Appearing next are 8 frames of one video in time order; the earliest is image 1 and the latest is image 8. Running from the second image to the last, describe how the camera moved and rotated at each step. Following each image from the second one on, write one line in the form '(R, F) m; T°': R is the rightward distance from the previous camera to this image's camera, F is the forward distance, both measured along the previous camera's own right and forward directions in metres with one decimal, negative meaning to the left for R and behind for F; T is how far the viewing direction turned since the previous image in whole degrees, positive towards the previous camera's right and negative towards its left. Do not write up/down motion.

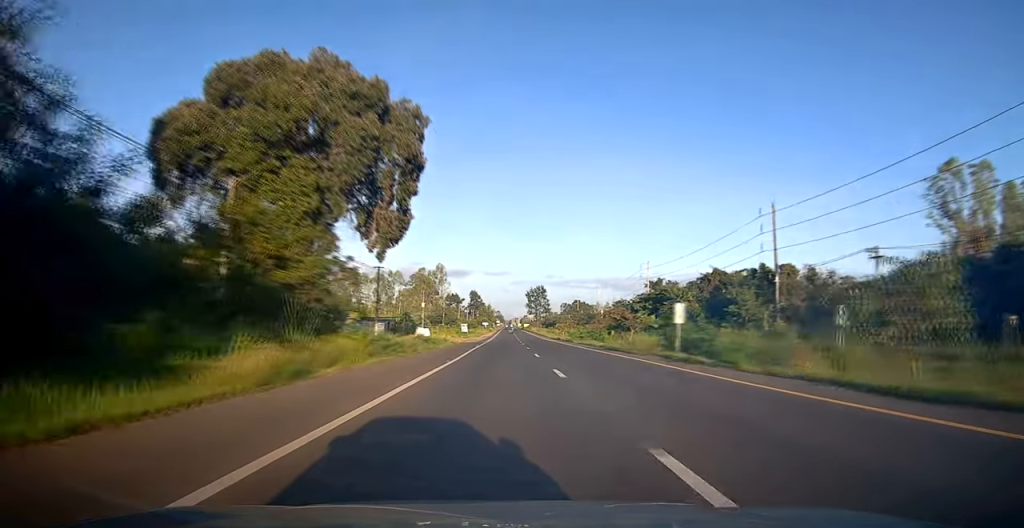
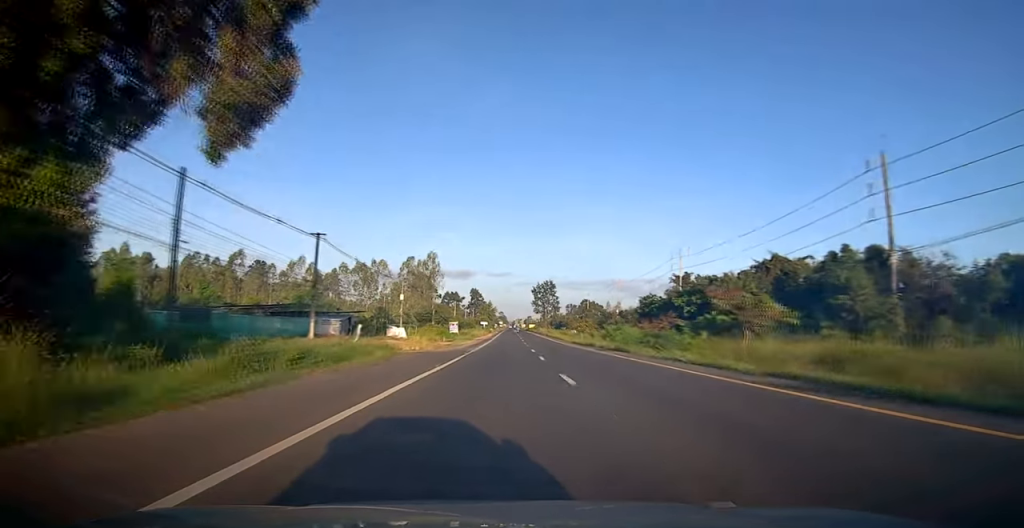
(+0.2, +26.1) m; +1°
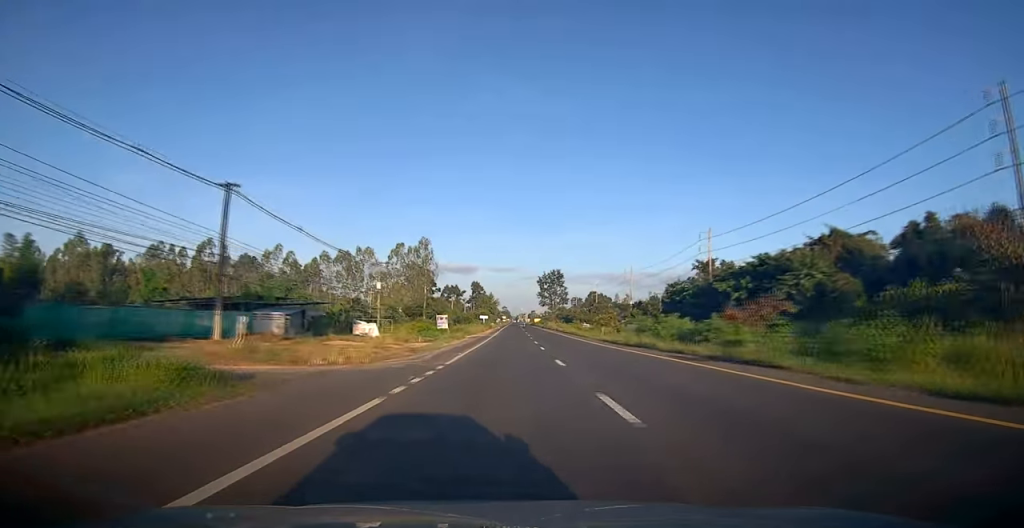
(0.0, +17.5) m; 0°
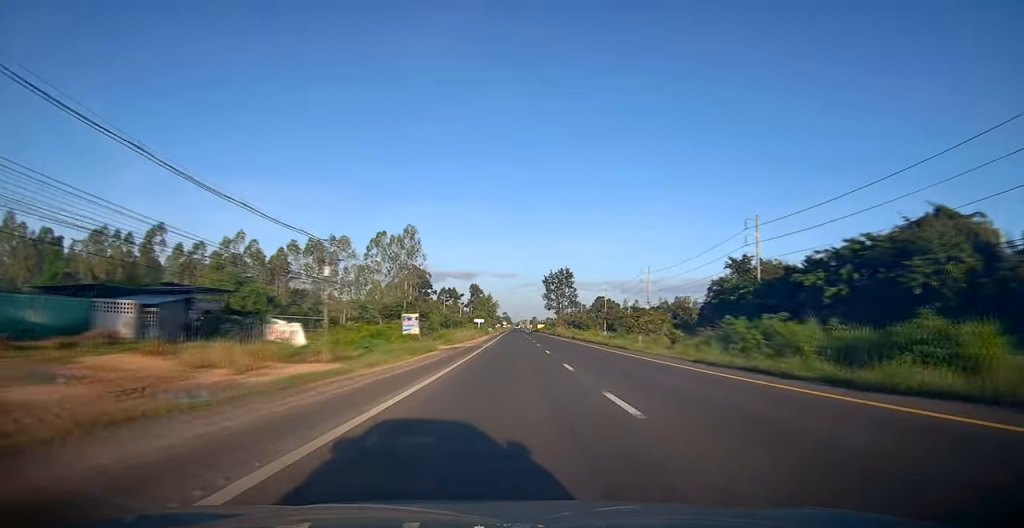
(0.0, +21.2) m; -1°
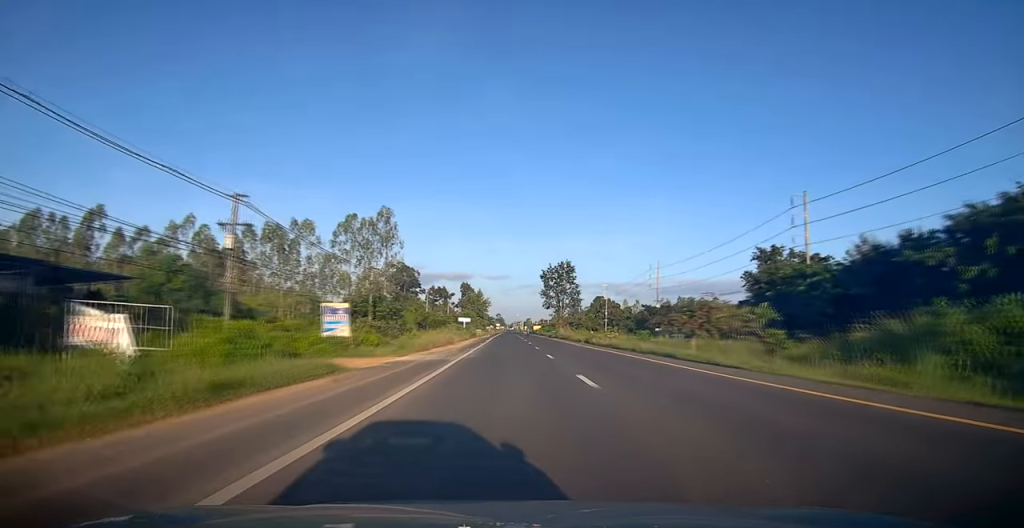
(-0.3, +17.5) m; -1°
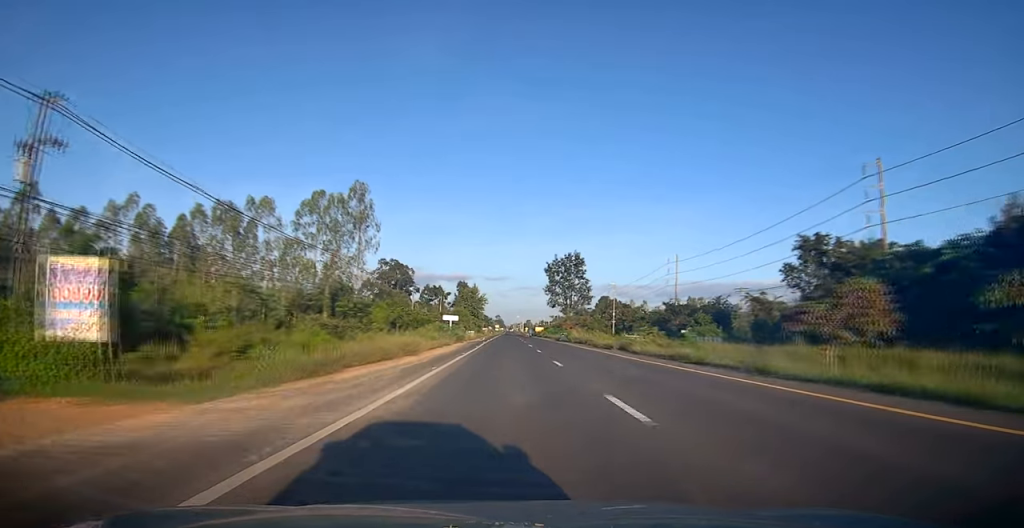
(0.0, +16.7) m; 0°
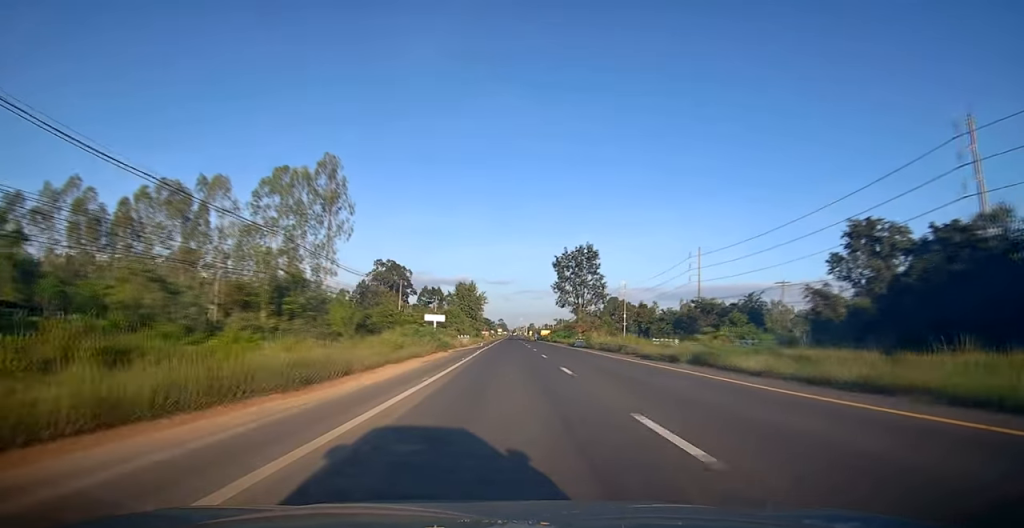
(0.0, +14.4) m; 0°
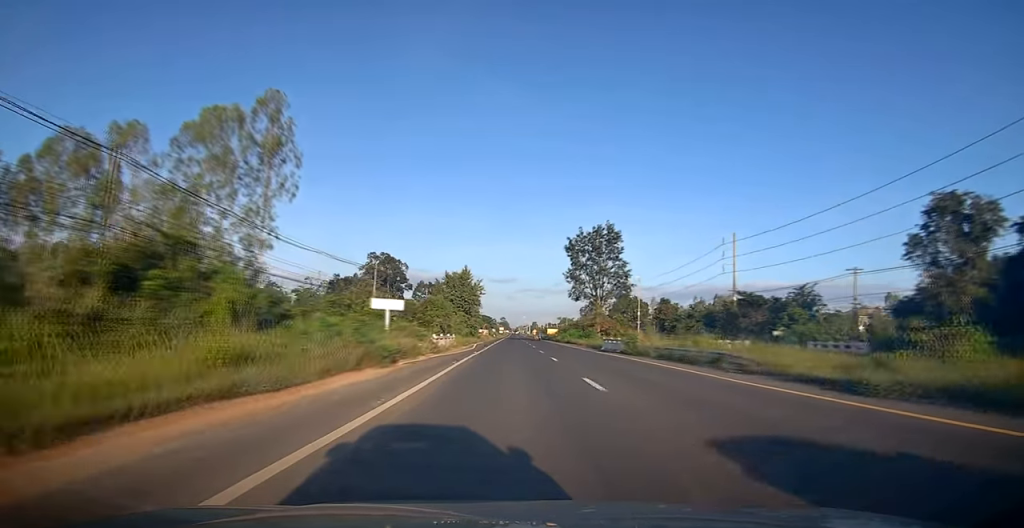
(-0.1, +17.5) m; +1°
